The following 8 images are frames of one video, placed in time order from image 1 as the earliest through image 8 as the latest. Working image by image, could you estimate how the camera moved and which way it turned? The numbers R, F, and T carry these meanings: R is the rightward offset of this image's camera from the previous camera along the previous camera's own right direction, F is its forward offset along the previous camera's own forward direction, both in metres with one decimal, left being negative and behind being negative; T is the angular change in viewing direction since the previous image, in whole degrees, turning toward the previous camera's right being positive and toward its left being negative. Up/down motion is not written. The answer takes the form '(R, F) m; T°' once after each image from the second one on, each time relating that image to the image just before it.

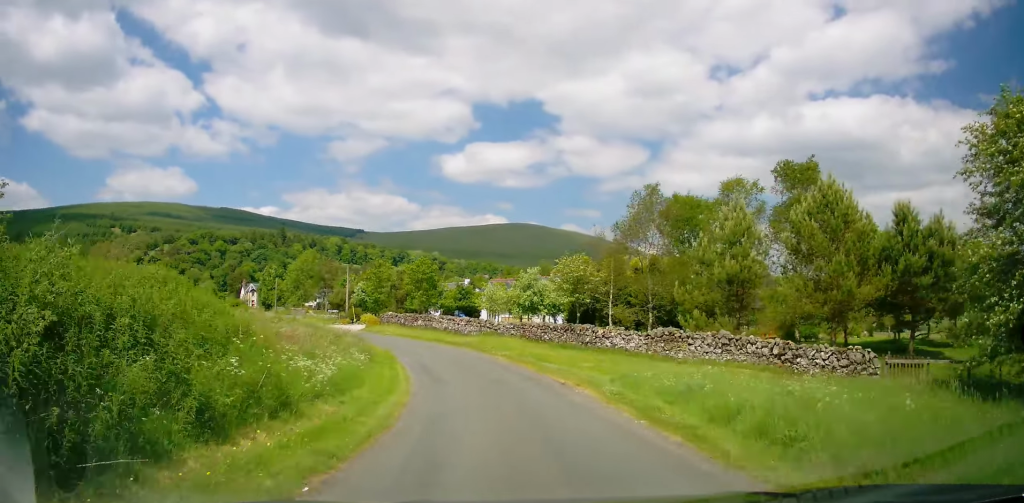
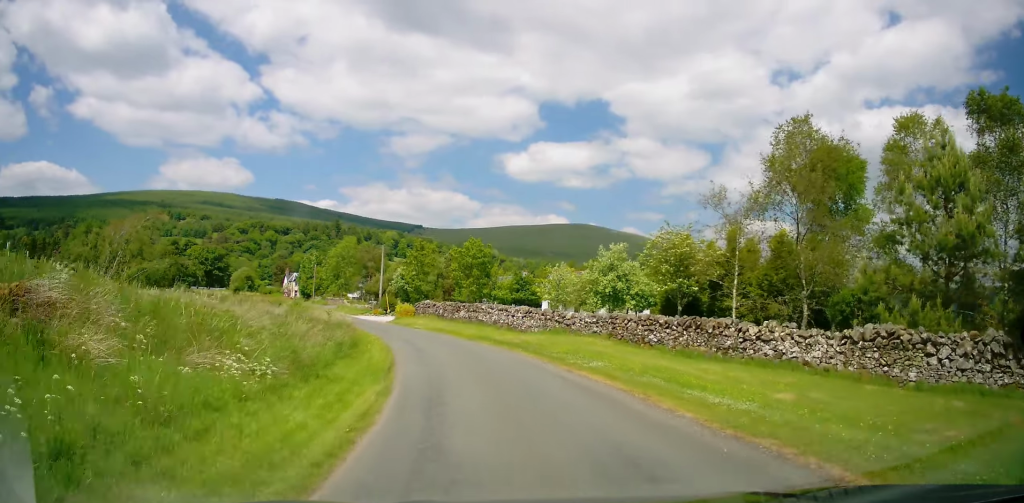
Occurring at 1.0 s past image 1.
(-0.4, +11.4) m; -5°
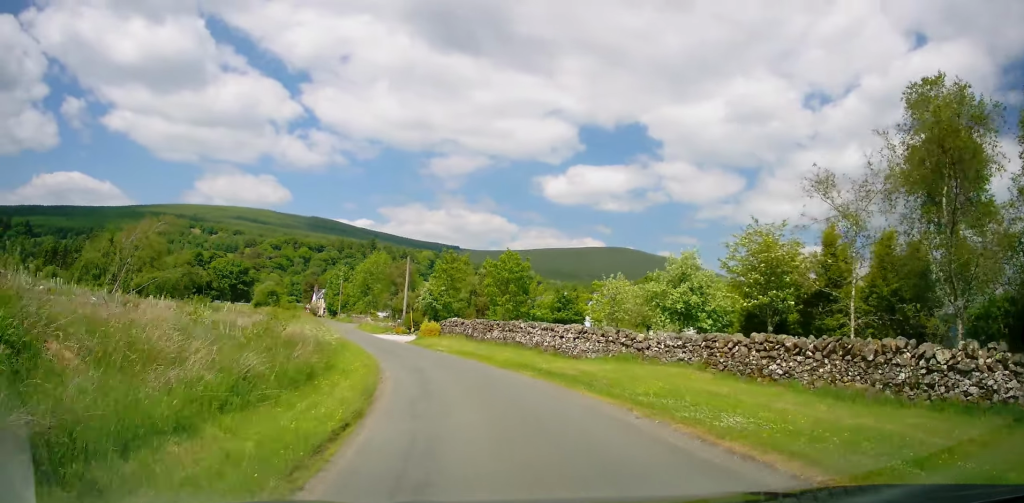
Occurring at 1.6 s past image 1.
(-0.2, +6.5) m; -3°
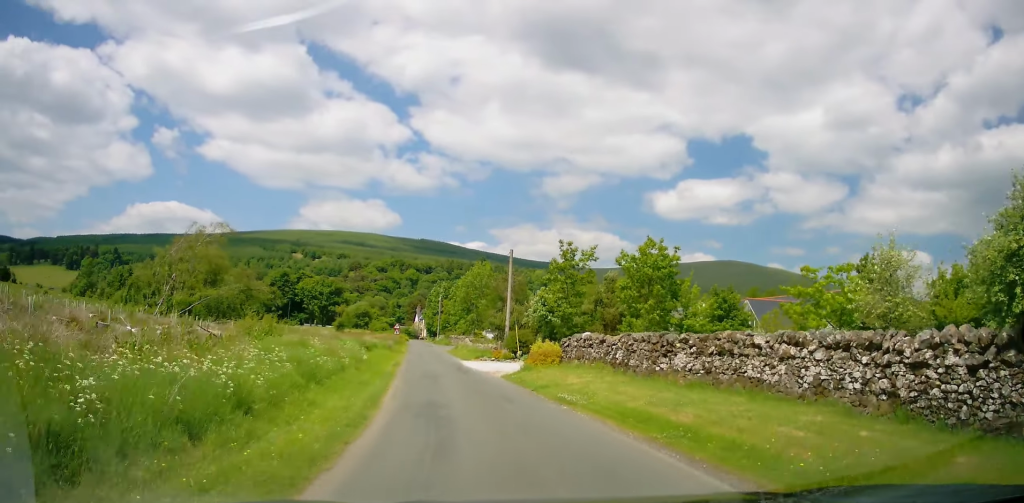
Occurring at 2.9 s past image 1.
(-0.9, +14.9) m; -9°
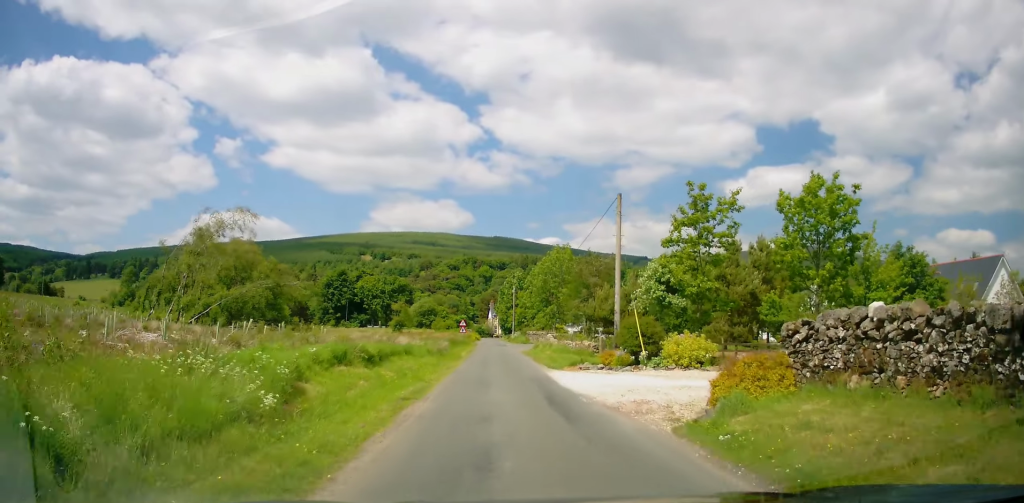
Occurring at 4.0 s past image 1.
(-1.1, +13.1) m; -8°
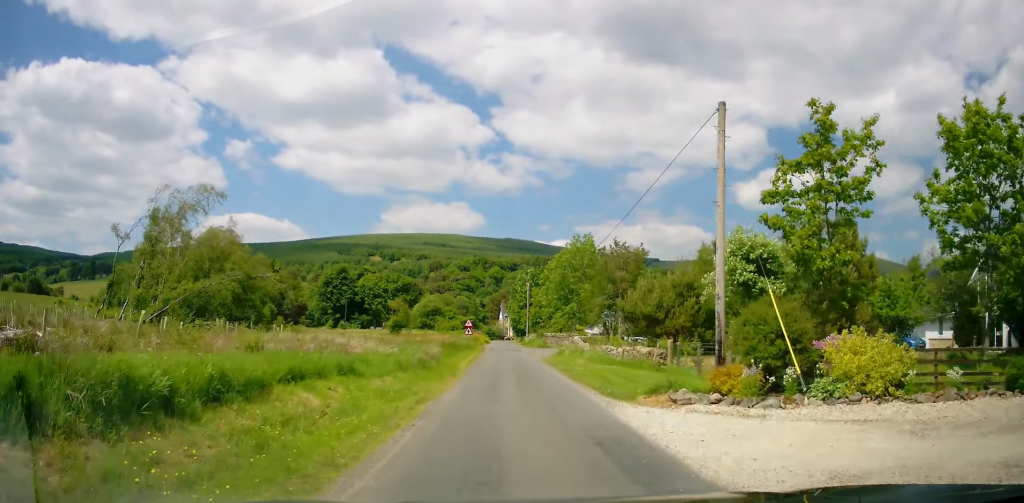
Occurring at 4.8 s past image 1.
(-0.4, +10.0) m; -2°
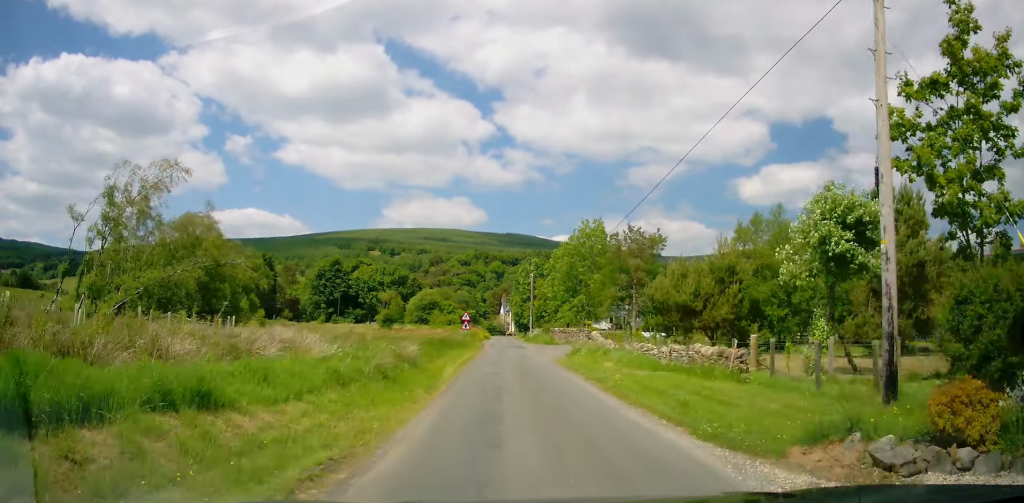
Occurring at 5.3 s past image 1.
(-0.1, +6.4) m; 0°
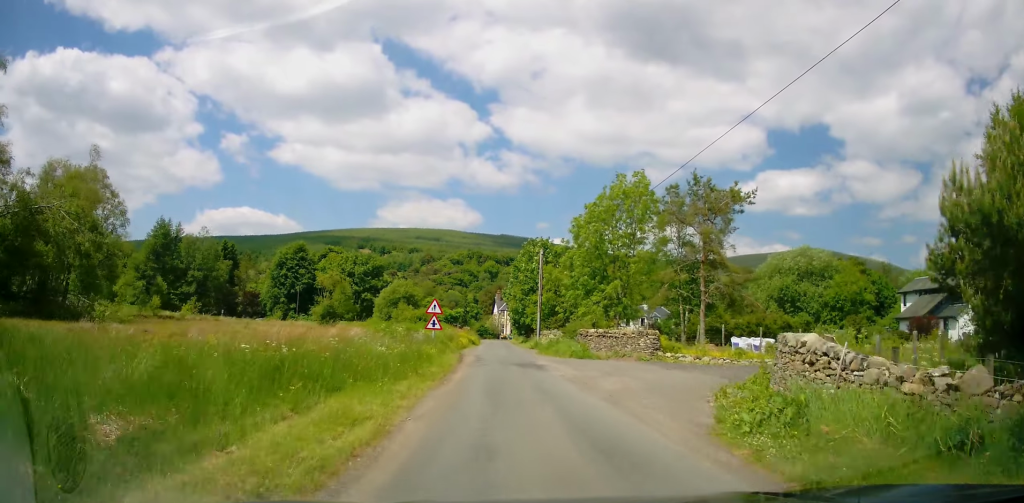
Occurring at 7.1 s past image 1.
(+0.5, +21.5) m; +1°
